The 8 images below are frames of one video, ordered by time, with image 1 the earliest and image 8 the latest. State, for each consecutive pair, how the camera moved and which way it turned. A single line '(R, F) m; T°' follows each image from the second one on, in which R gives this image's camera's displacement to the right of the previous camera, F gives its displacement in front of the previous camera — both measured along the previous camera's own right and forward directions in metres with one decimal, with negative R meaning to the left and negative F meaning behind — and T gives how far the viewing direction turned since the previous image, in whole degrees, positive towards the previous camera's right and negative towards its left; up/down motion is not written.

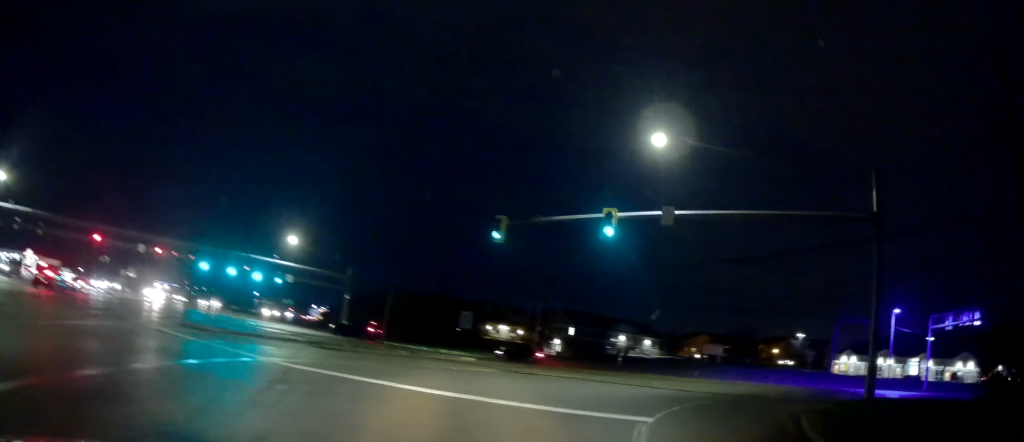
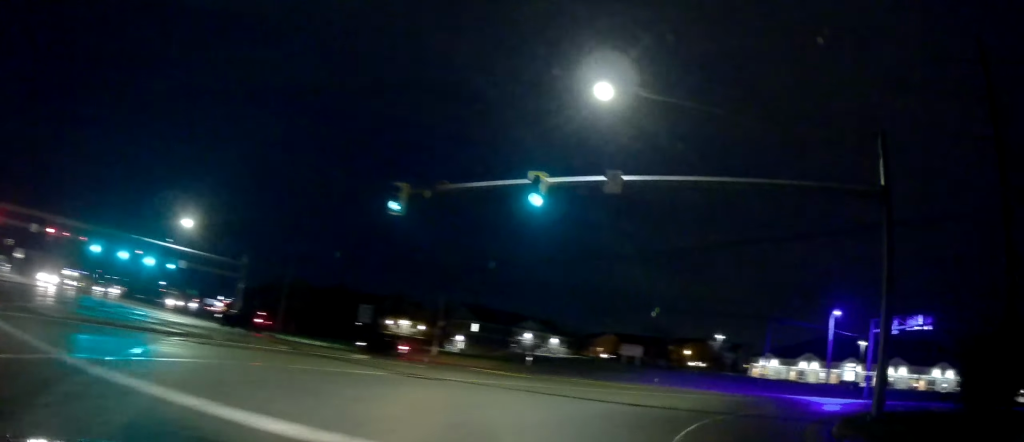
(+1.0, +5.9) m; +8°
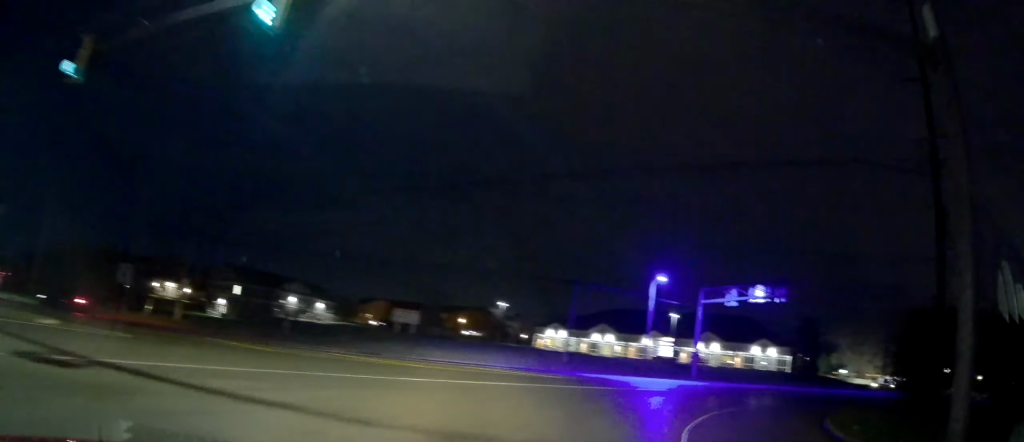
(+1.4, +11.2) m; +16°
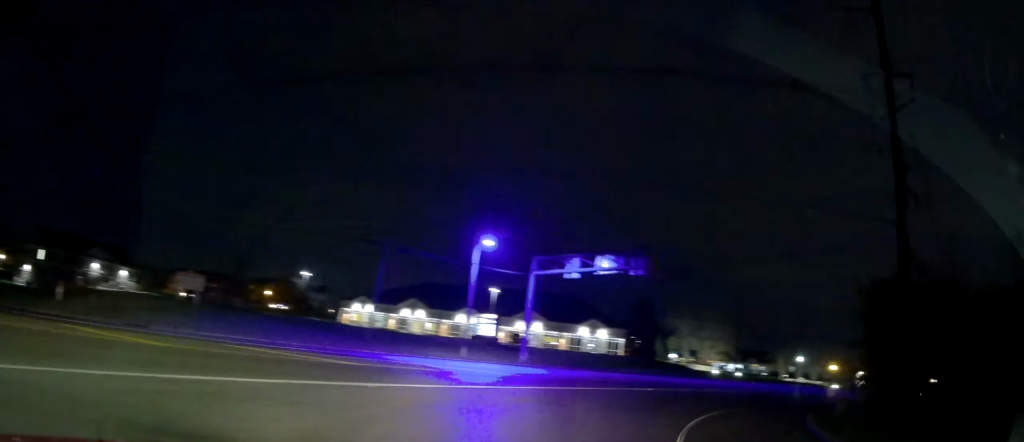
(+1.3, +9.2) m; +20°
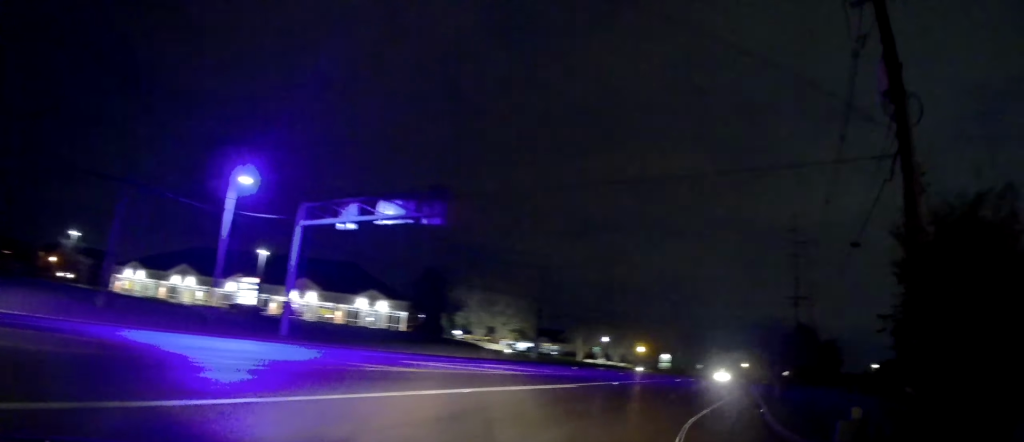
(+2.2, +10.4) m; +21°
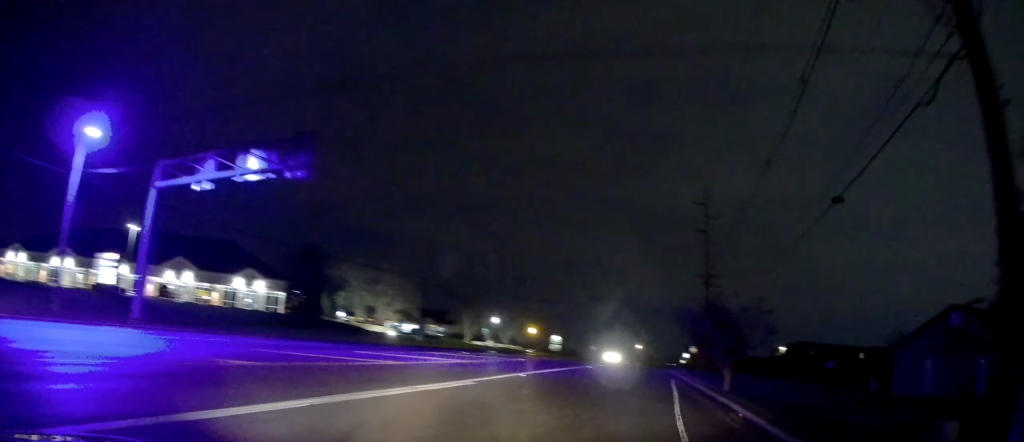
(+0.5, +5.8) m; +6°
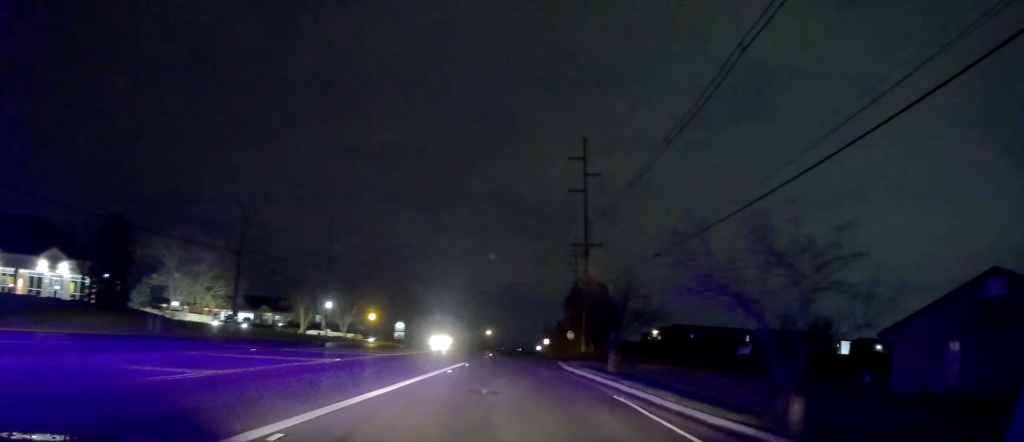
(+1.0, +12.3) m; +17°
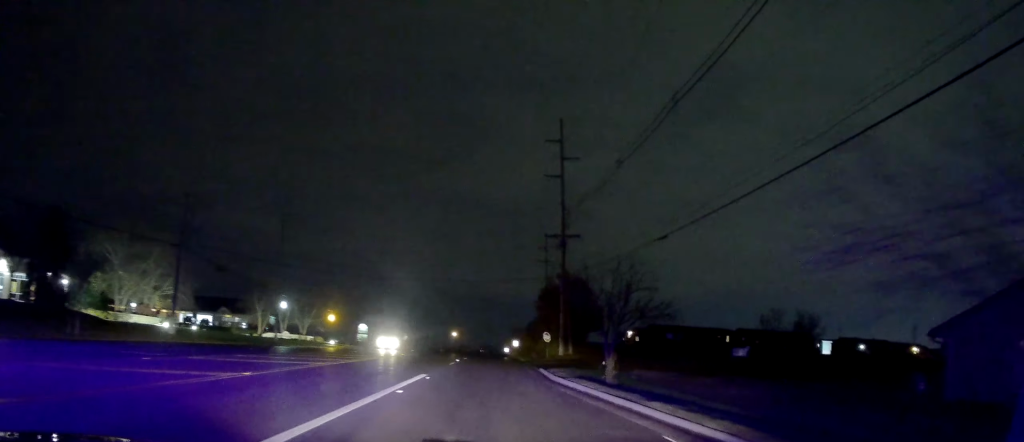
(+0.3, +4.8) m; +9°
